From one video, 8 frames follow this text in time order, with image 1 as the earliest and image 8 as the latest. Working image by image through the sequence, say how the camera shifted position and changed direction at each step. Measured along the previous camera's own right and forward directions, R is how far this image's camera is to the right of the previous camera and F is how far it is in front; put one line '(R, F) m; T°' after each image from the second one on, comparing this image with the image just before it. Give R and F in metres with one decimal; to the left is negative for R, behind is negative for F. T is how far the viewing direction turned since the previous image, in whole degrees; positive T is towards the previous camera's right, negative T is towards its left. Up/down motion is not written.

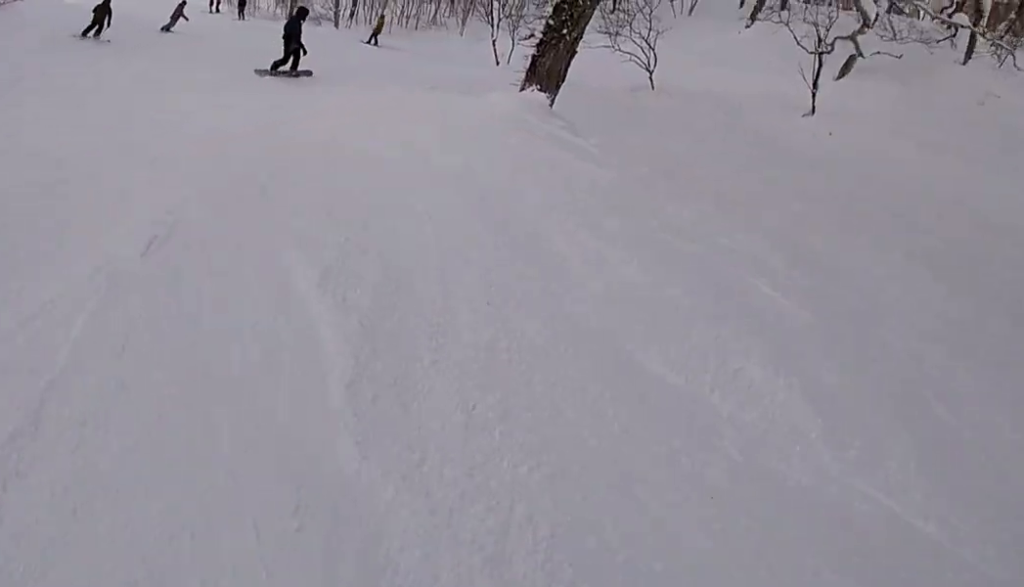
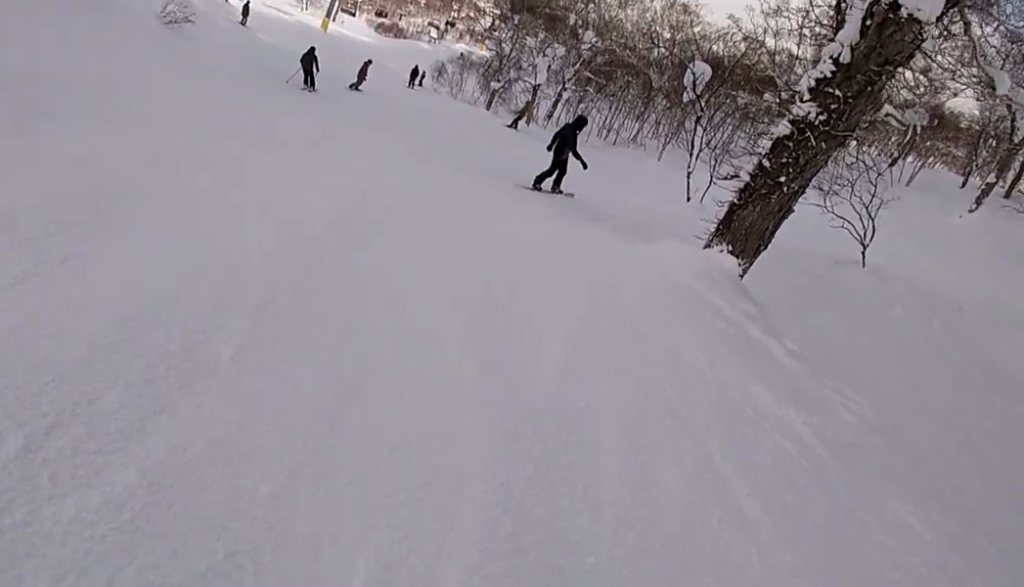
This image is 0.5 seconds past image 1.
(+0.4, +3.7) m; -5°
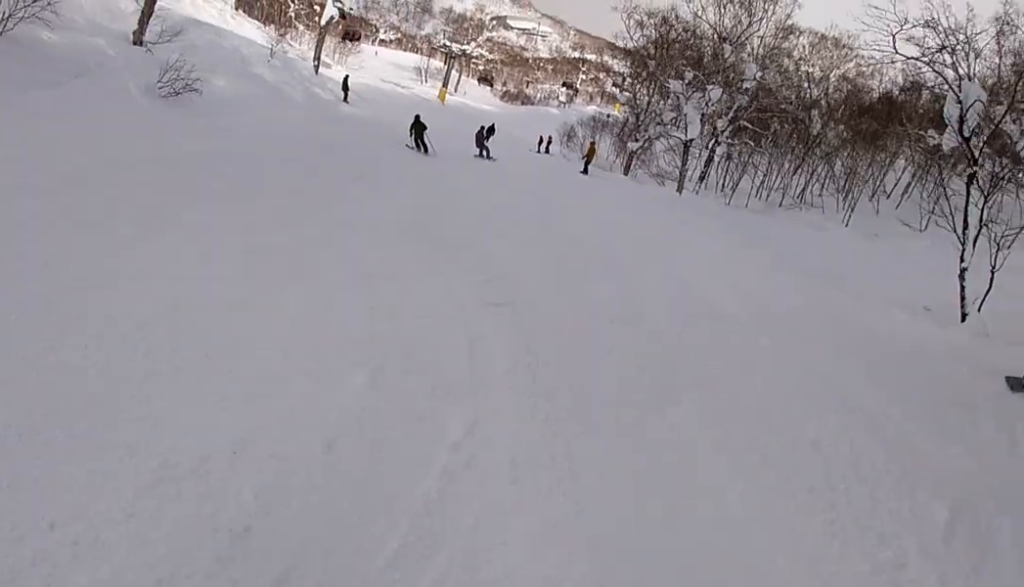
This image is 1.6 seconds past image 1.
(-1.5, +8.0) m; -25°
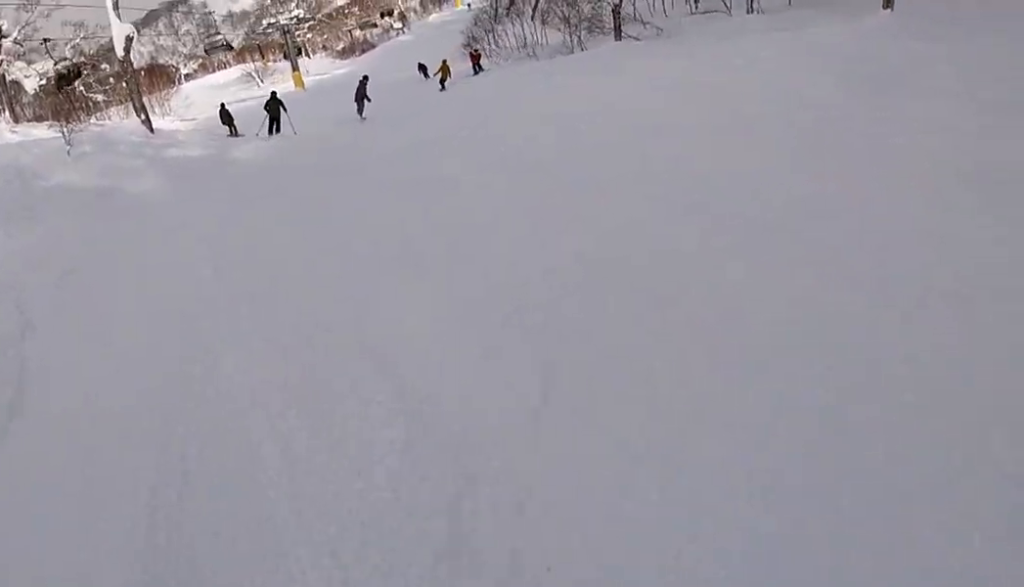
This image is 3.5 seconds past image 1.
(-5.8, +14.4) m; -25°
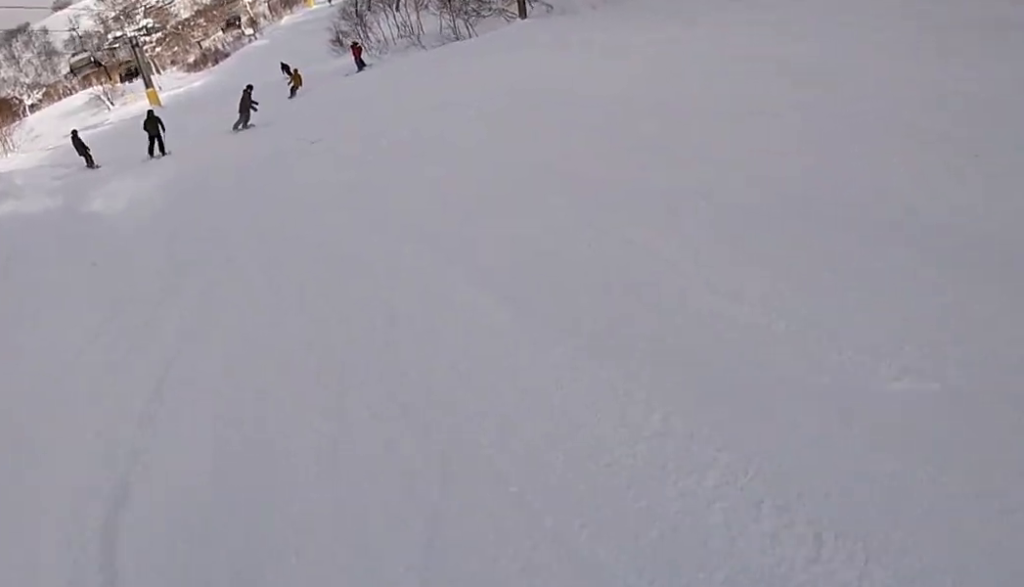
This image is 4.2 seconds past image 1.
(+0.4, +5.1) m; +5°
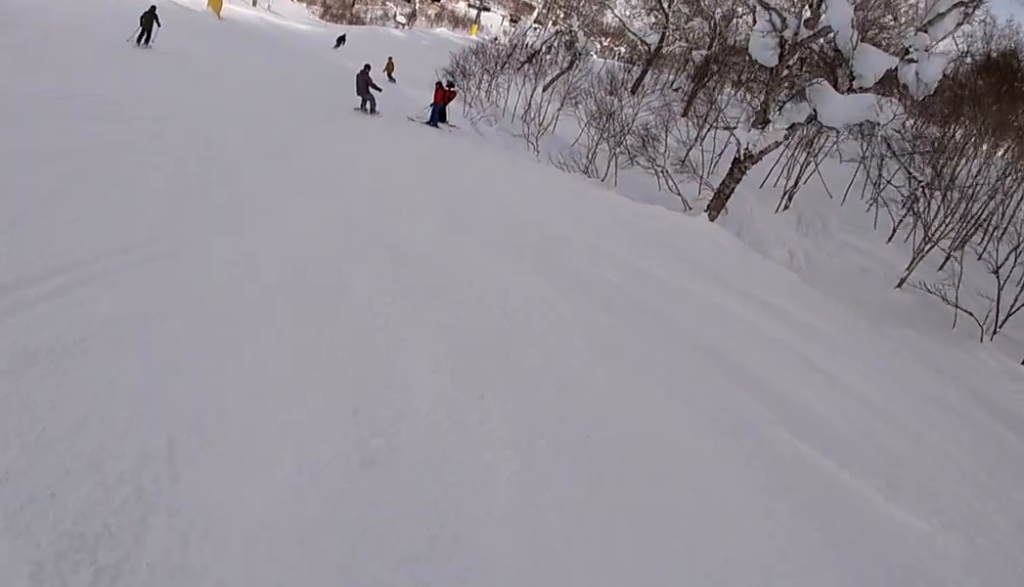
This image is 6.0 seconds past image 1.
(+3.3, +13.9) m; +28°
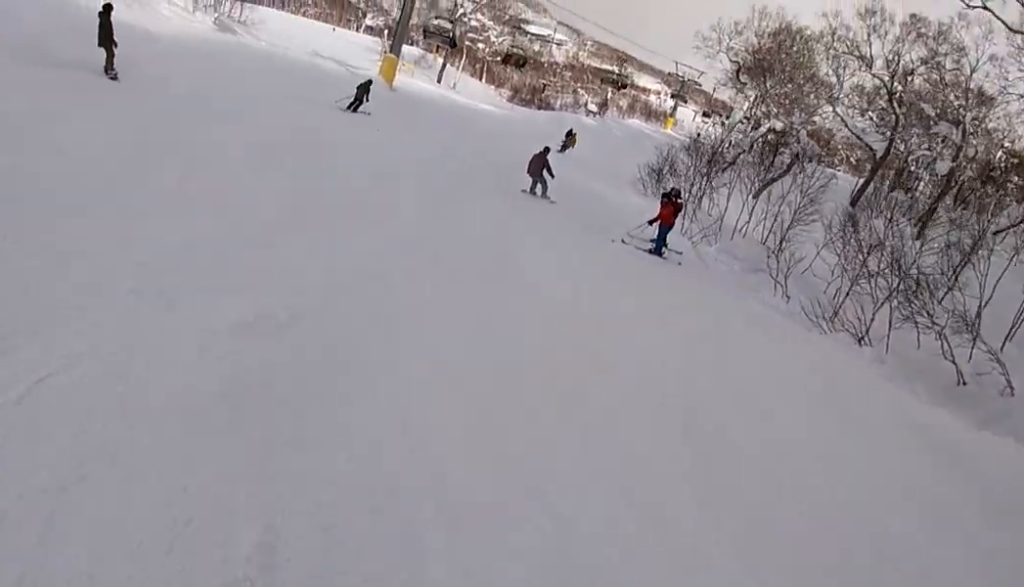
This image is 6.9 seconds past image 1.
(+1.3, +6.6) m; -8°
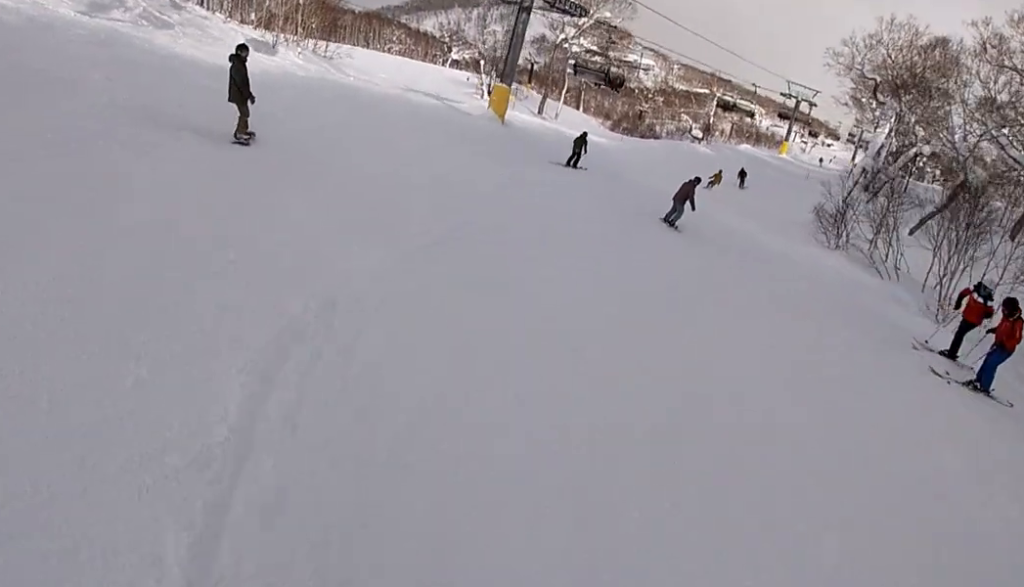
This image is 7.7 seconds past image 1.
(-1.4, +6.0) m; -29°
